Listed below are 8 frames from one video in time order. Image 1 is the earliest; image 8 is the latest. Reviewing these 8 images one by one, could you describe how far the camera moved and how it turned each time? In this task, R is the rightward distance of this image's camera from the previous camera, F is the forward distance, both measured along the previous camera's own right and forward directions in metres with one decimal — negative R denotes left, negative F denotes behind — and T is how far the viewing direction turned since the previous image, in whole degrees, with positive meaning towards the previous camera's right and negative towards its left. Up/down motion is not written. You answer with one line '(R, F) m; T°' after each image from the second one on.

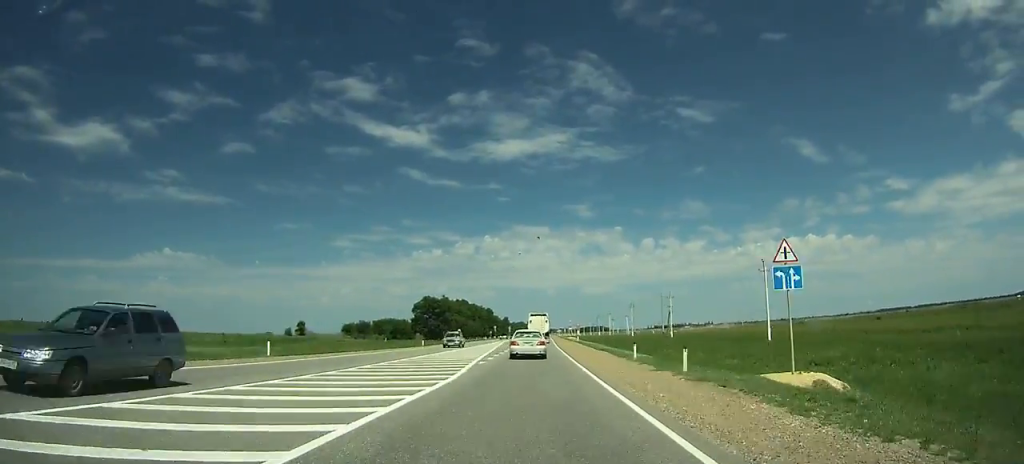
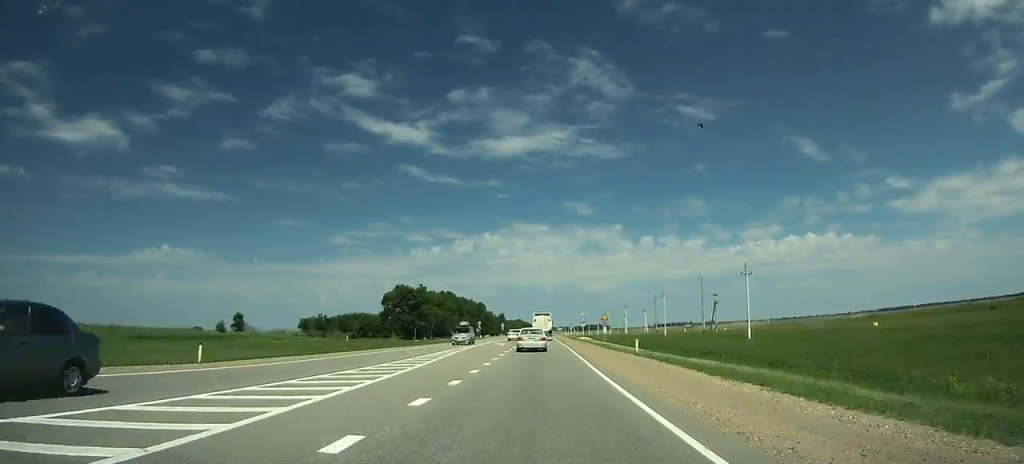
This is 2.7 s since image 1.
(+0.2, +47.6) m; 0°
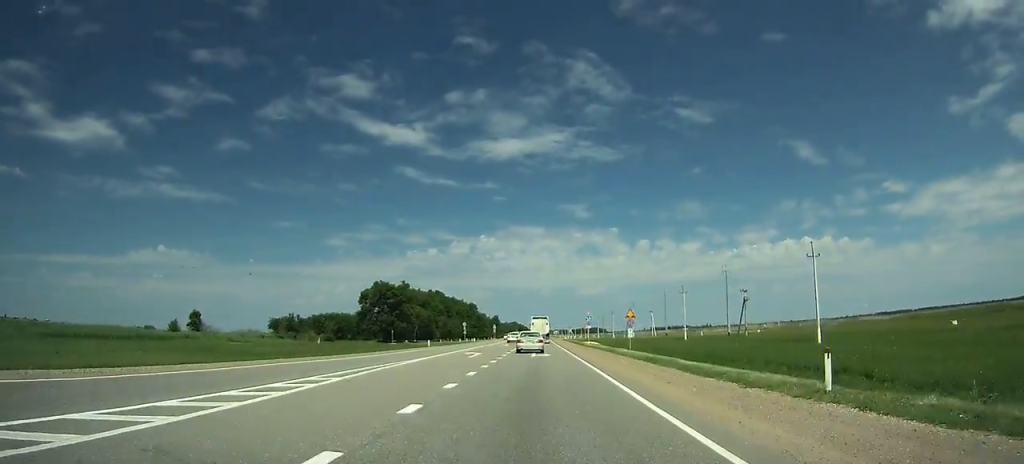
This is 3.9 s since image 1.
(+0.1, +20.8) m; 0°
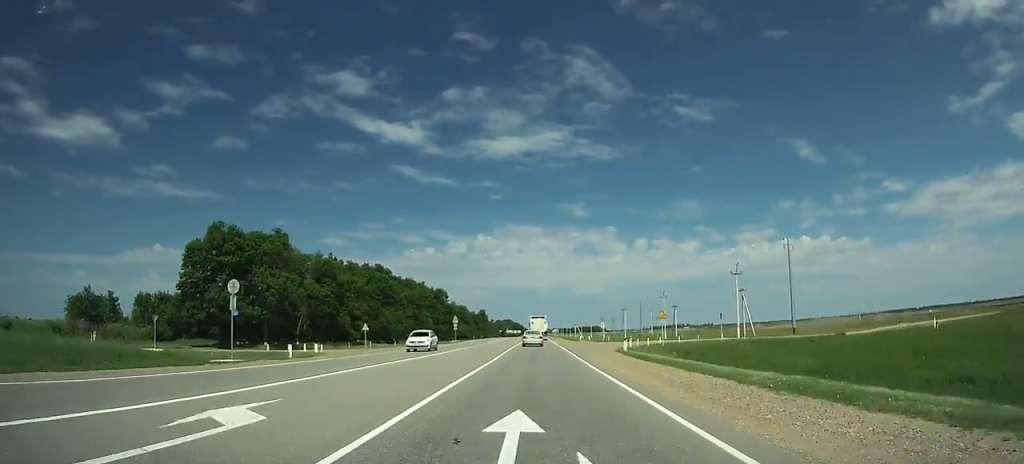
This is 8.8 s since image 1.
(+0.2, +87.2) m; 0°
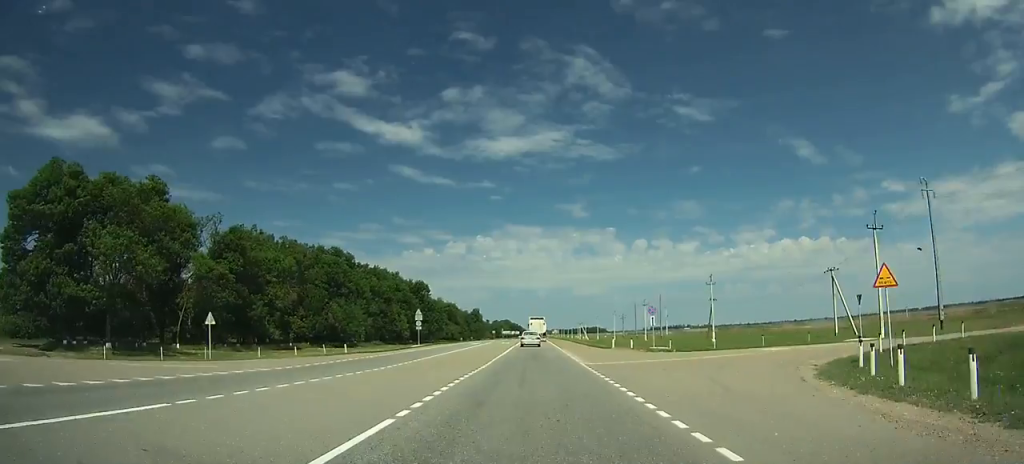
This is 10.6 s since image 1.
(0.0, +34.1) m; 0°
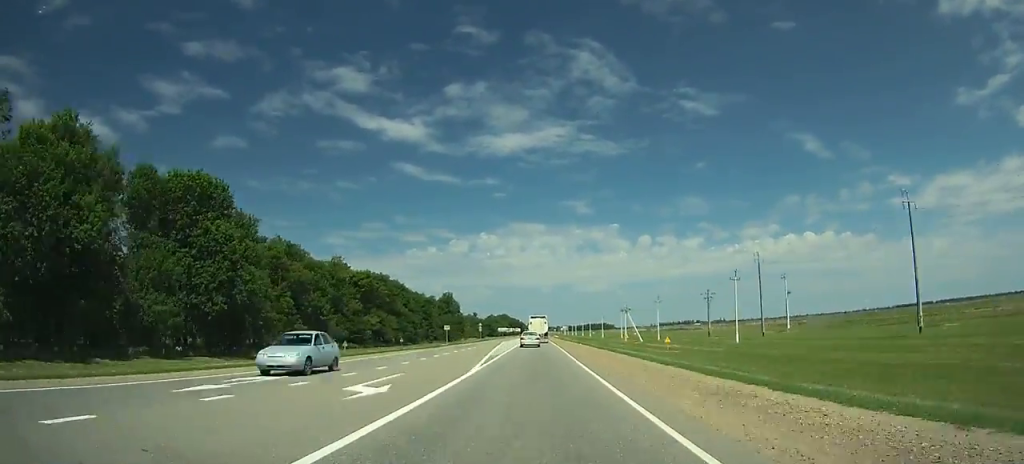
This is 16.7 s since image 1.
(-0.5, +115.9) m; 0°
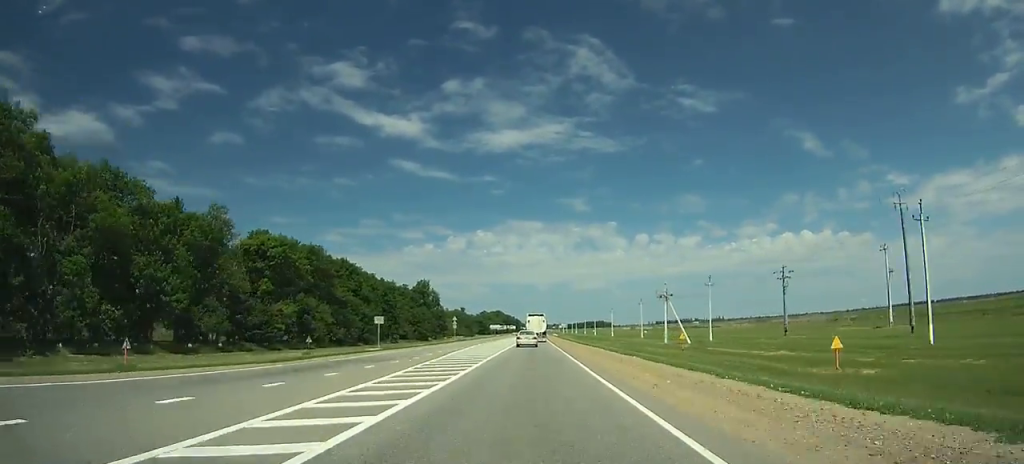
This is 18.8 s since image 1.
(0.0, +42.0) m; 0°
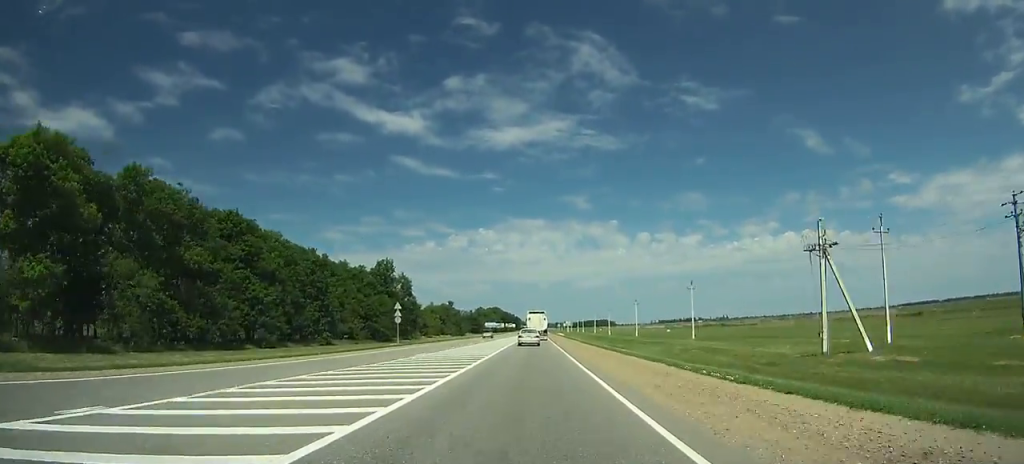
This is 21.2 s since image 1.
(+0.1, +49.7) m; 0°
